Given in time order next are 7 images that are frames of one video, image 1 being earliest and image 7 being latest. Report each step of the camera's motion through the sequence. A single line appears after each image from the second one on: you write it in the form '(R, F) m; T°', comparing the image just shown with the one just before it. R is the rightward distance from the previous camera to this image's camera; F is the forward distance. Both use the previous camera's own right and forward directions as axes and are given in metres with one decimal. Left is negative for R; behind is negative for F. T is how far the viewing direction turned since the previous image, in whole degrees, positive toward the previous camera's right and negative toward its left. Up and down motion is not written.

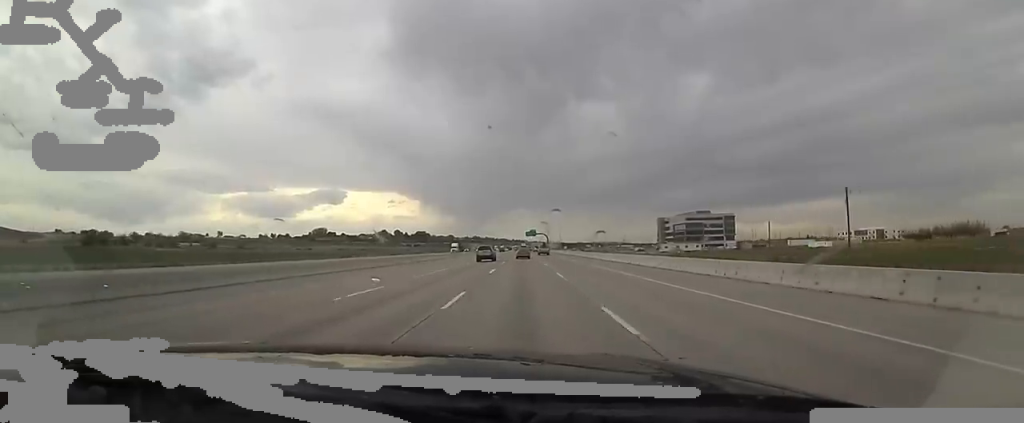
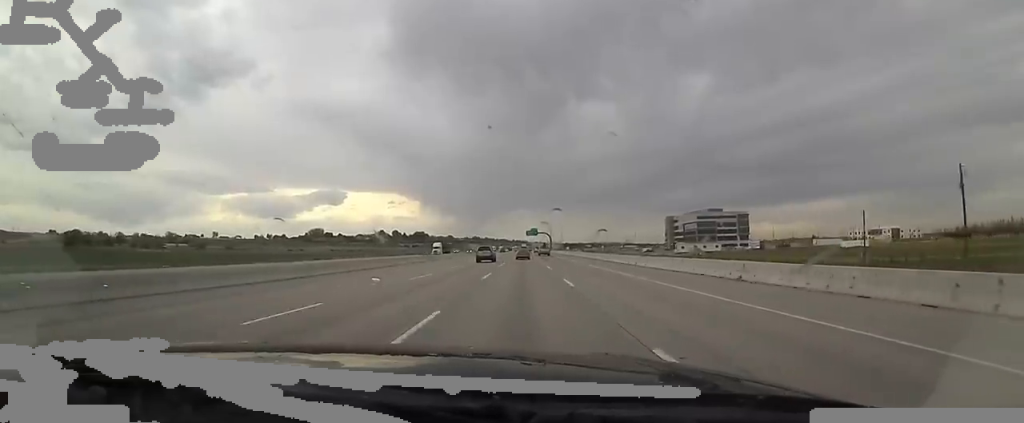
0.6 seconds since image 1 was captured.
(-0.3, +20.4) m; +1°
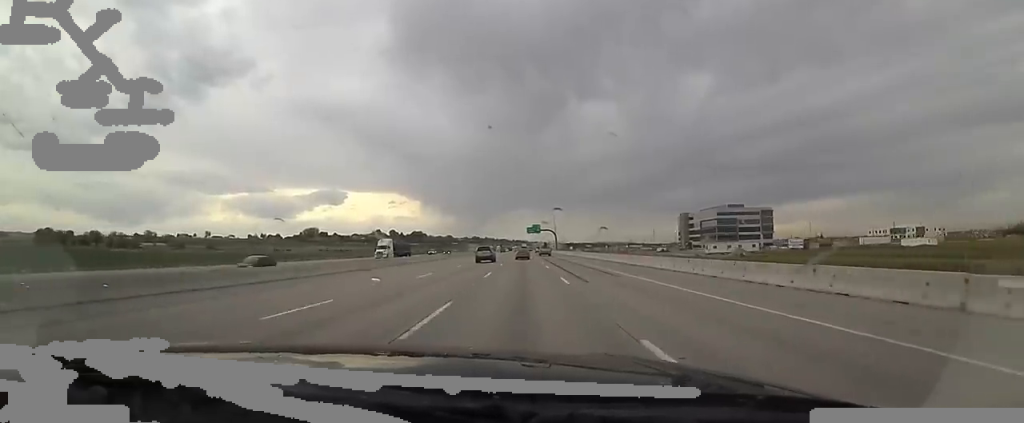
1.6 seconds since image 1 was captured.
(+1.3, +29.8) m; 0°
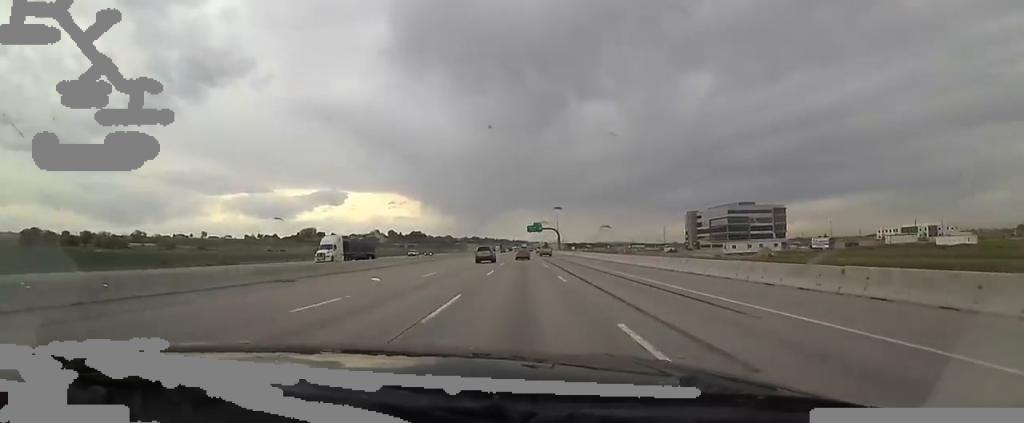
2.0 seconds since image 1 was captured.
(-0.4, +13.4) m; -1°
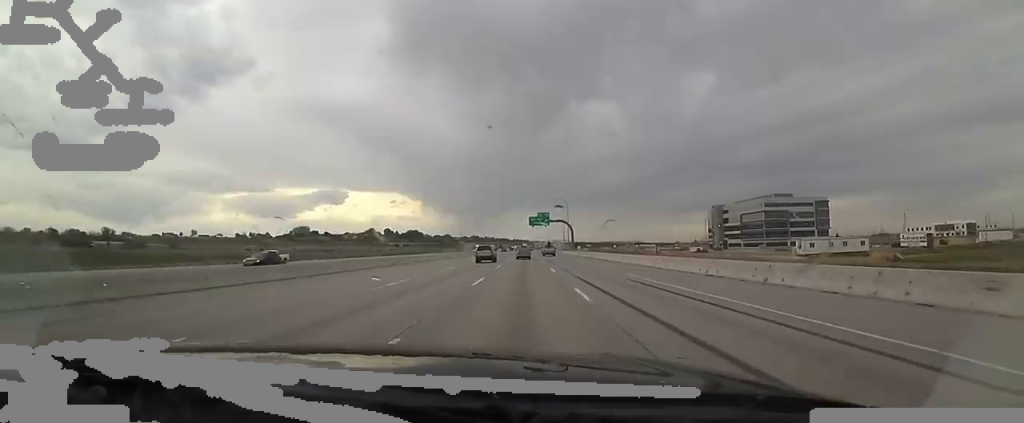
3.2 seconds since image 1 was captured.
(-1.0, +37.1) m; -2°
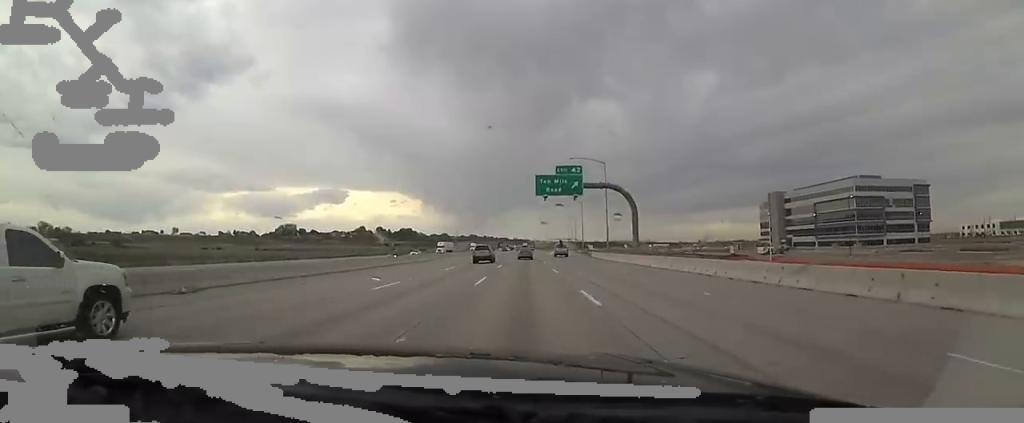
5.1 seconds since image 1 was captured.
(-0.2, +60.5) m; -2°
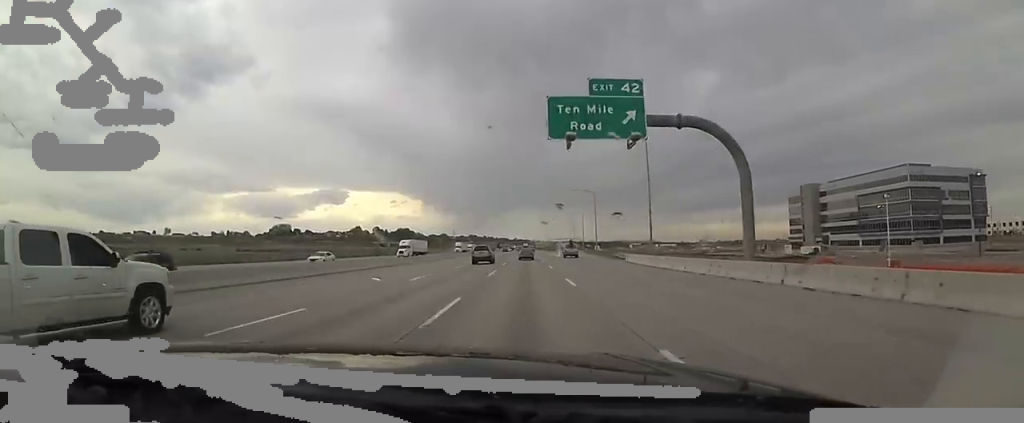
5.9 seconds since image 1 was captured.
(-0.3, +25.4) m; -1°
